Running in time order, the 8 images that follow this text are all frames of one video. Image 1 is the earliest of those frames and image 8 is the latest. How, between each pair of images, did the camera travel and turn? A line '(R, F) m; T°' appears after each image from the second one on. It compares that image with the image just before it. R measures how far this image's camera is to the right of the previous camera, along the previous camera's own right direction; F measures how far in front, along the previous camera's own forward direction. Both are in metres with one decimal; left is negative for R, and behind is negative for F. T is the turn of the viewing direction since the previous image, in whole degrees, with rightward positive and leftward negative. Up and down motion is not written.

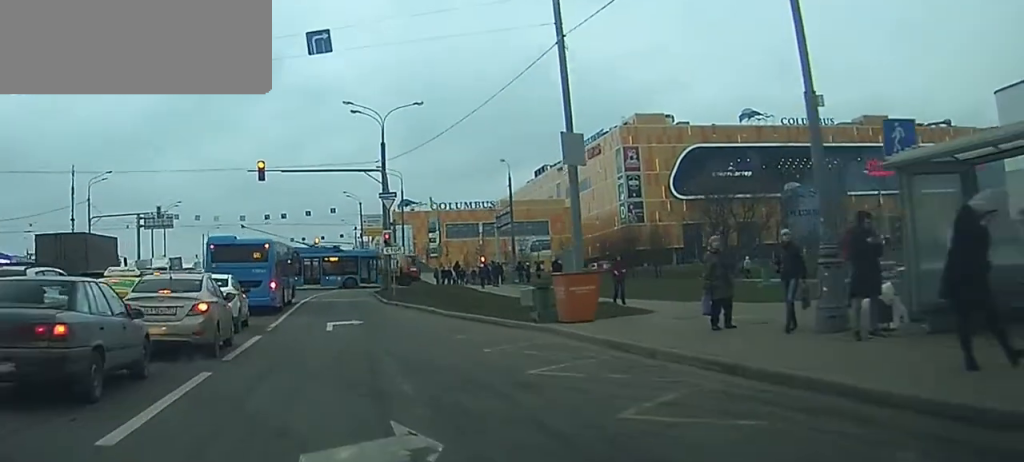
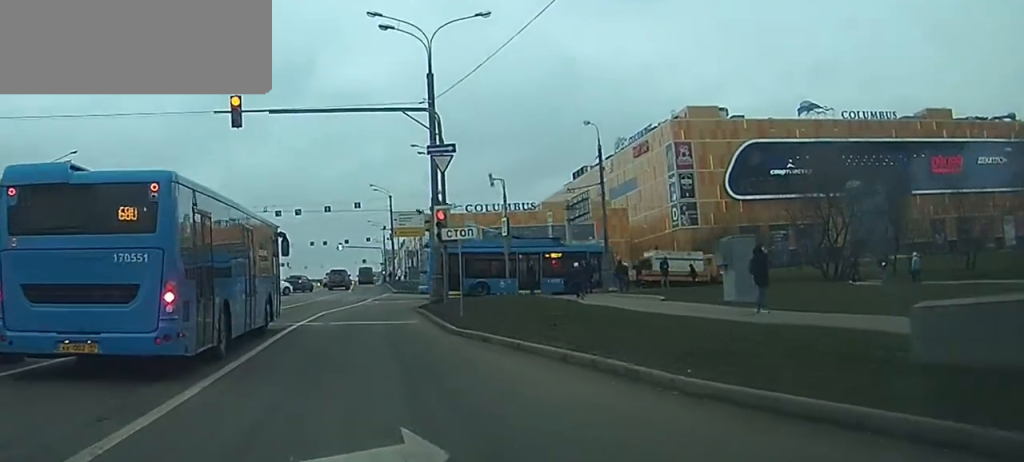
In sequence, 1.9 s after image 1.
(-0.3, +23.0) m; 0°
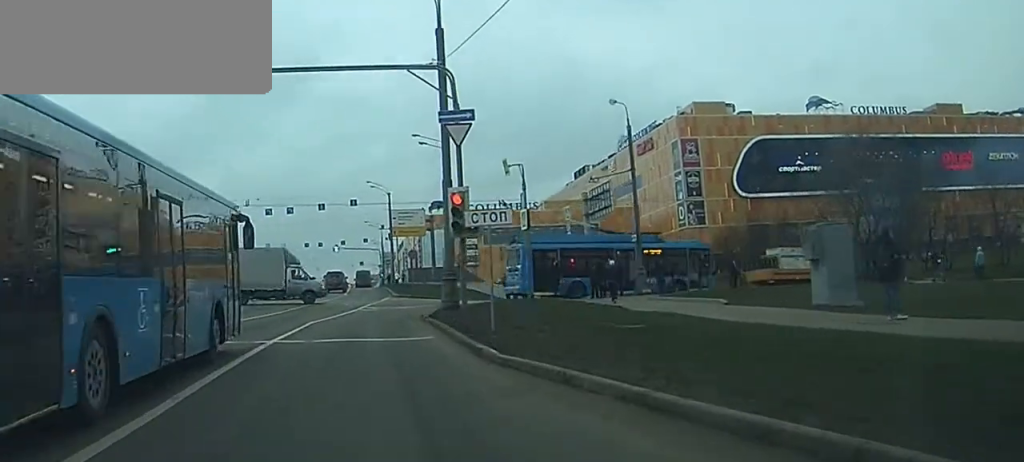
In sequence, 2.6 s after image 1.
(+0.1, +7.3) m; 0°
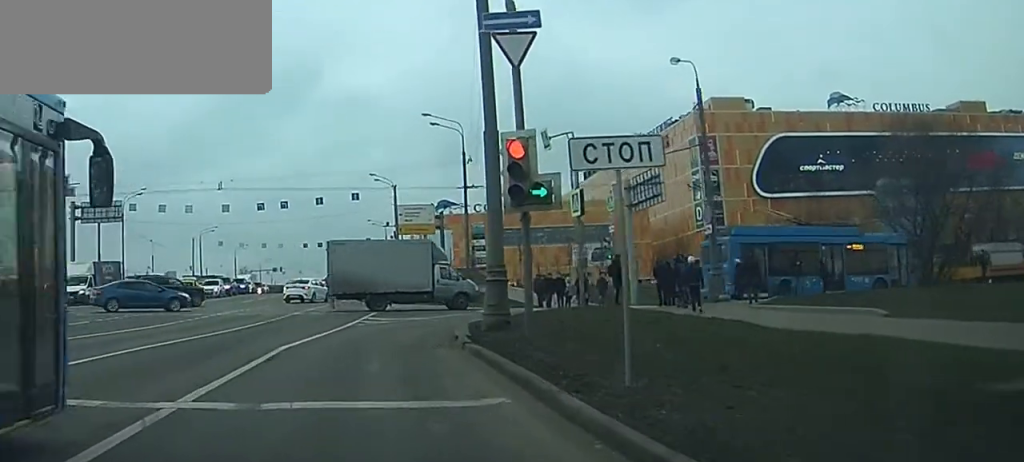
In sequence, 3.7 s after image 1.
(-0.1, +9.8) m; -1°
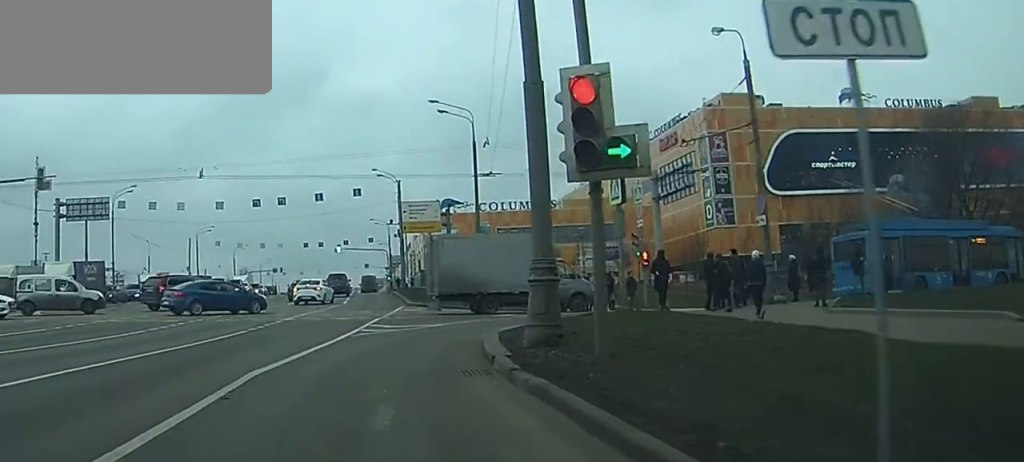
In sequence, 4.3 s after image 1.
(0.0, +5.0) m; 0°
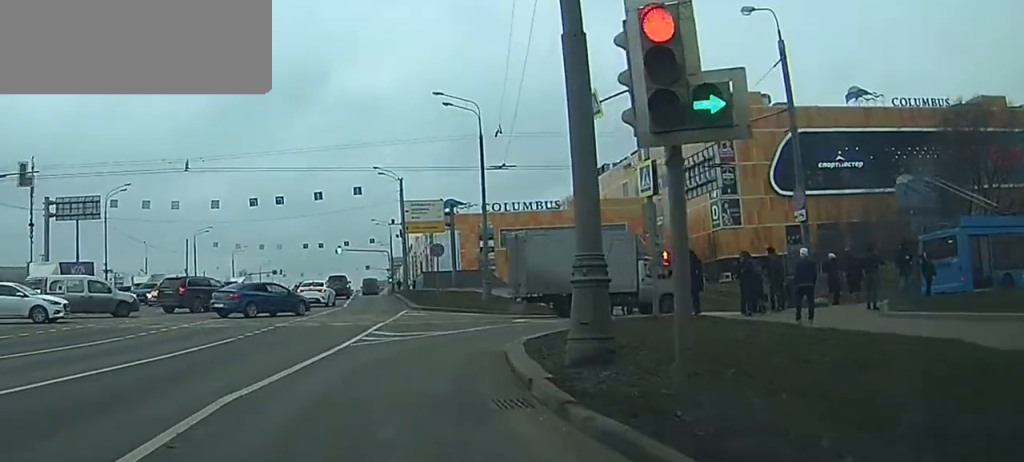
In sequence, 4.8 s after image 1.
(0.0, +3.2) m; 0°
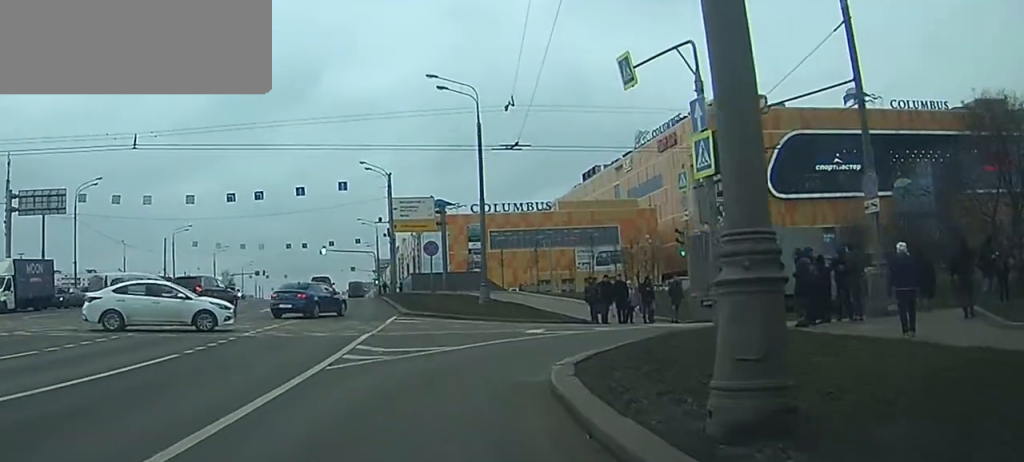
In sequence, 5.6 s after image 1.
(0.0, +5.8) m; 0°
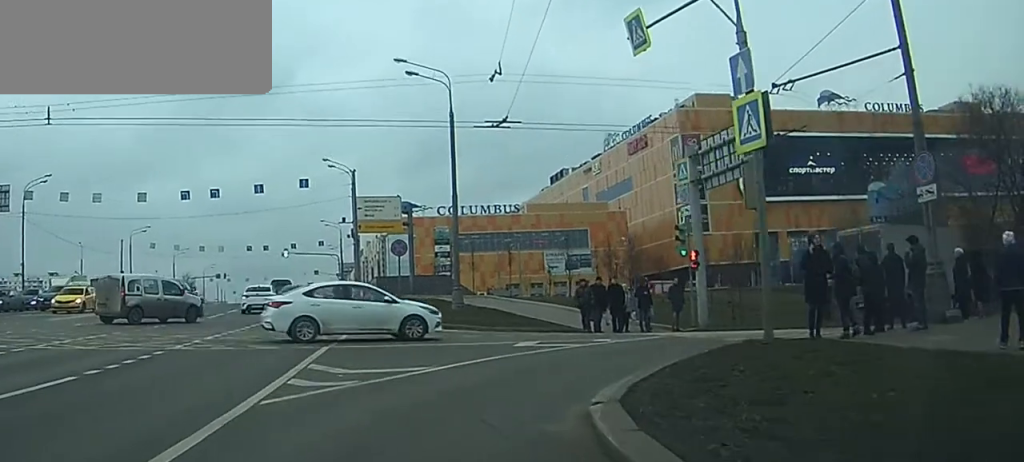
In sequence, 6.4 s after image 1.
(0.0, +4.3) m; 0°
